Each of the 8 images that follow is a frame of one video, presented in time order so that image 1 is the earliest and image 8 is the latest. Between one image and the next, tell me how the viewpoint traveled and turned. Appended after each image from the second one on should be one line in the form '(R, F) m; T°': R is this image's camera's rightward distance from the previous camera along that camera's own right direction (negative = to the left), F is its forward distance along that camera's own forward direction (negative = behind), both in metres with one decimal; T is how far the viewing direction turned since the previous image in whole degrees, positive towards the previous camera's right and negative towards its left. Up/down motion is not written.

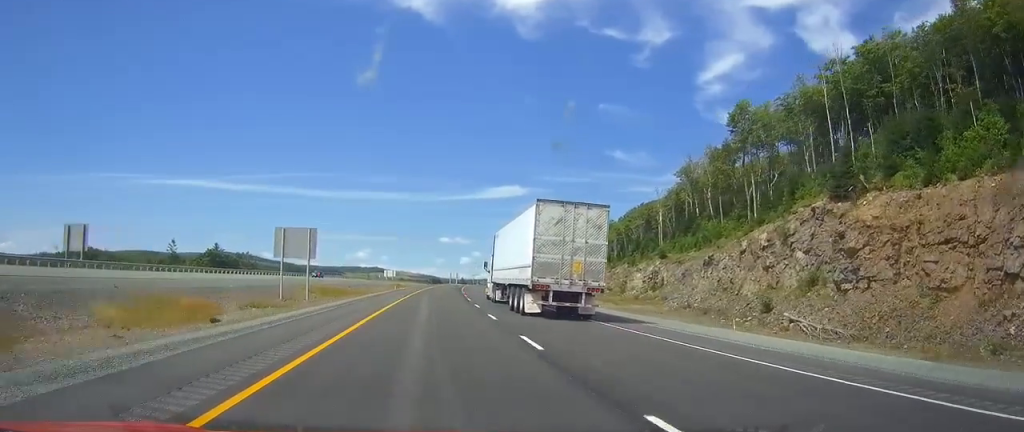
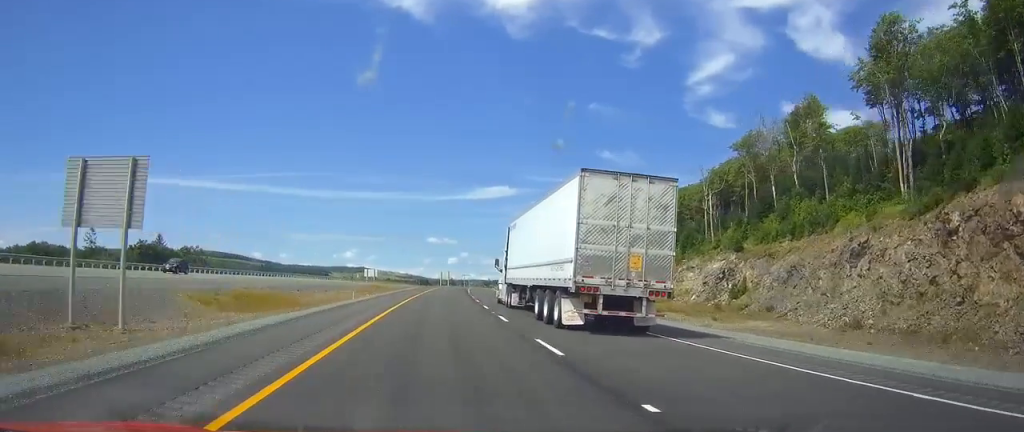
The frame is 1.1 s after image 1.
(+0.5, +37.3) m; +1°
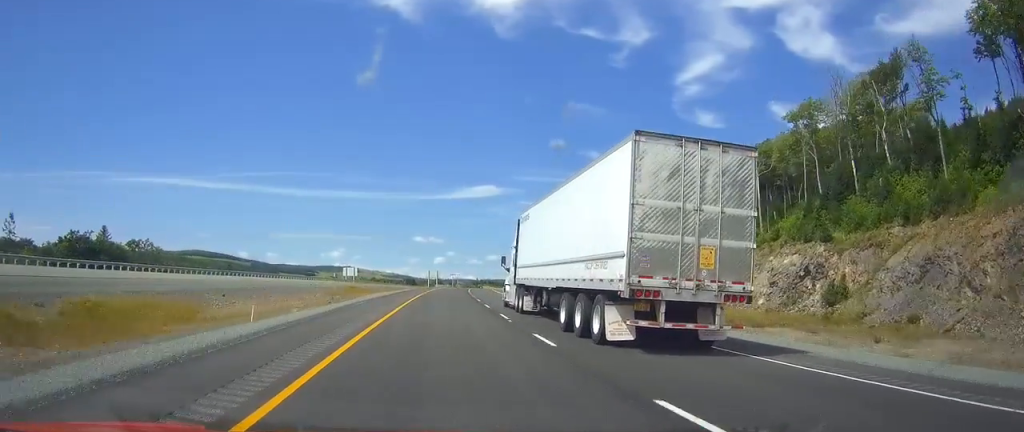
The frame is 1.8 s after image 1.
(+0.1, +25.5) m; +1°
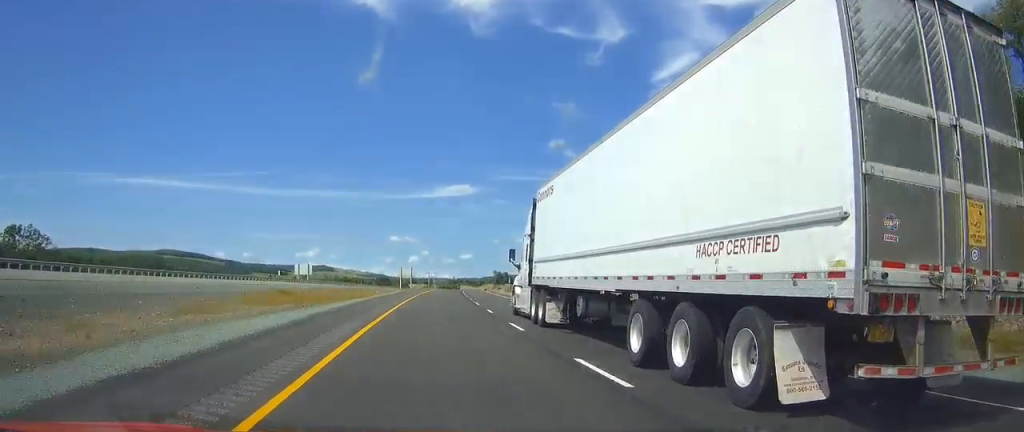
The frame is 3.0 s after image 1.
(+0.6, +41.6) m; +2°
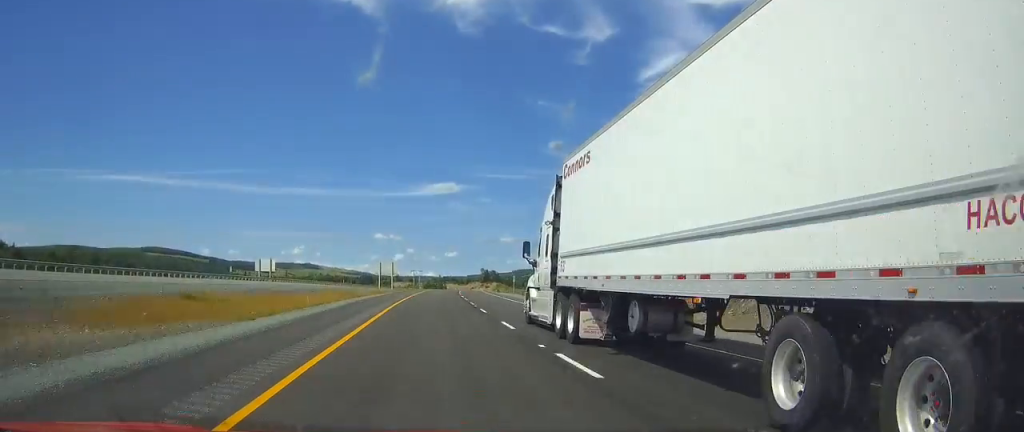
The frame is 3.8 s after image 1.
(+0.4, +26.4) m; +1°
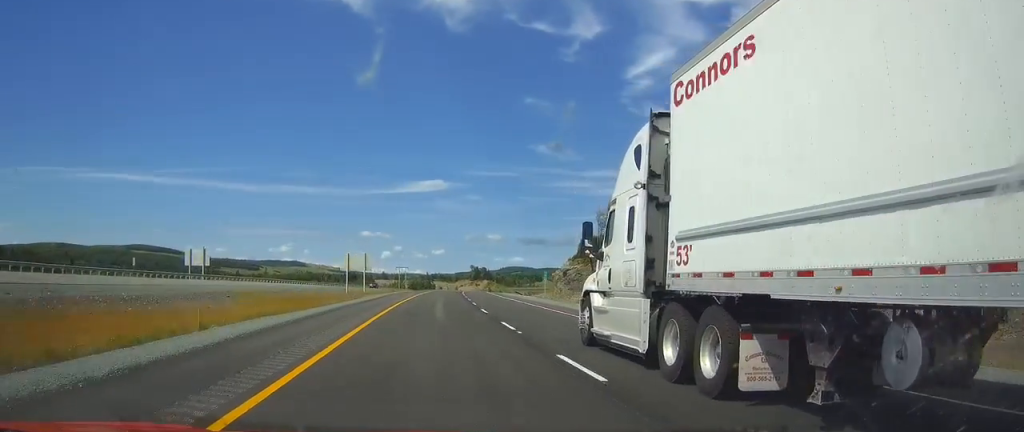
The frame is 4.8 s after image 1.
(+0.4, +36.6) m; +1°
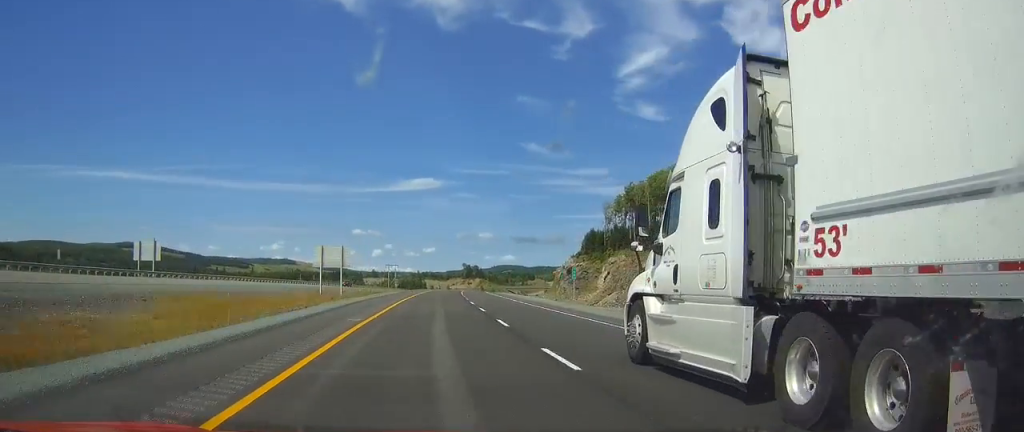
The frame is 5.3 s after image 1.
(+0.1, +17.1) m; +1°
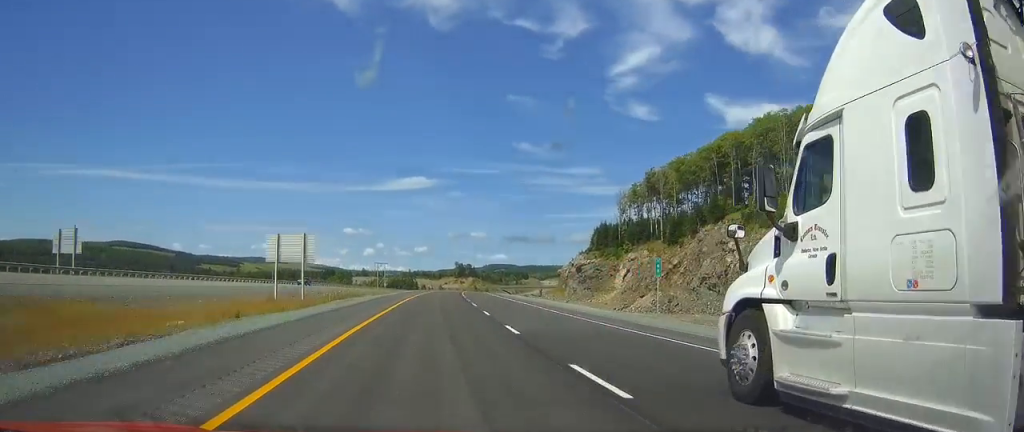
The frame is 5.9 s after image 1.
(+0.1, +20.5) m; +1°
